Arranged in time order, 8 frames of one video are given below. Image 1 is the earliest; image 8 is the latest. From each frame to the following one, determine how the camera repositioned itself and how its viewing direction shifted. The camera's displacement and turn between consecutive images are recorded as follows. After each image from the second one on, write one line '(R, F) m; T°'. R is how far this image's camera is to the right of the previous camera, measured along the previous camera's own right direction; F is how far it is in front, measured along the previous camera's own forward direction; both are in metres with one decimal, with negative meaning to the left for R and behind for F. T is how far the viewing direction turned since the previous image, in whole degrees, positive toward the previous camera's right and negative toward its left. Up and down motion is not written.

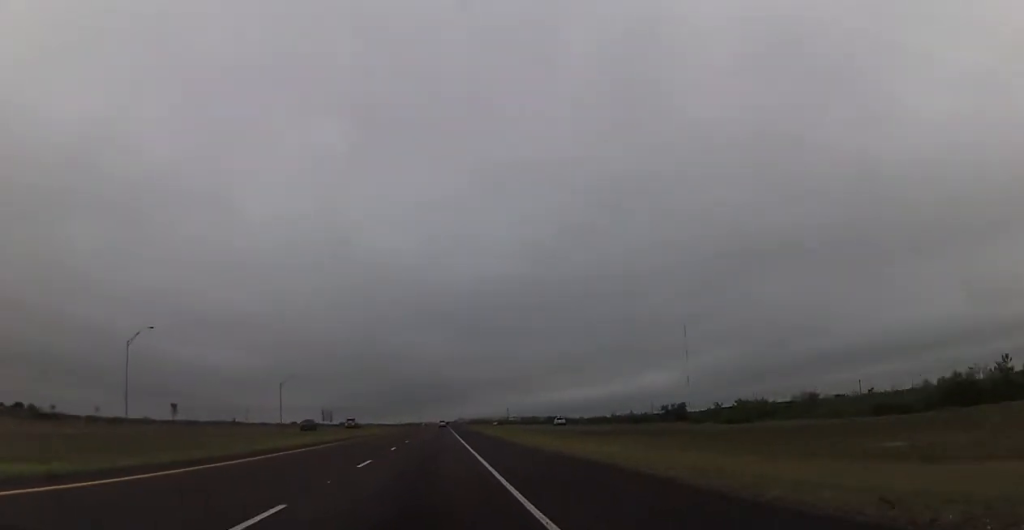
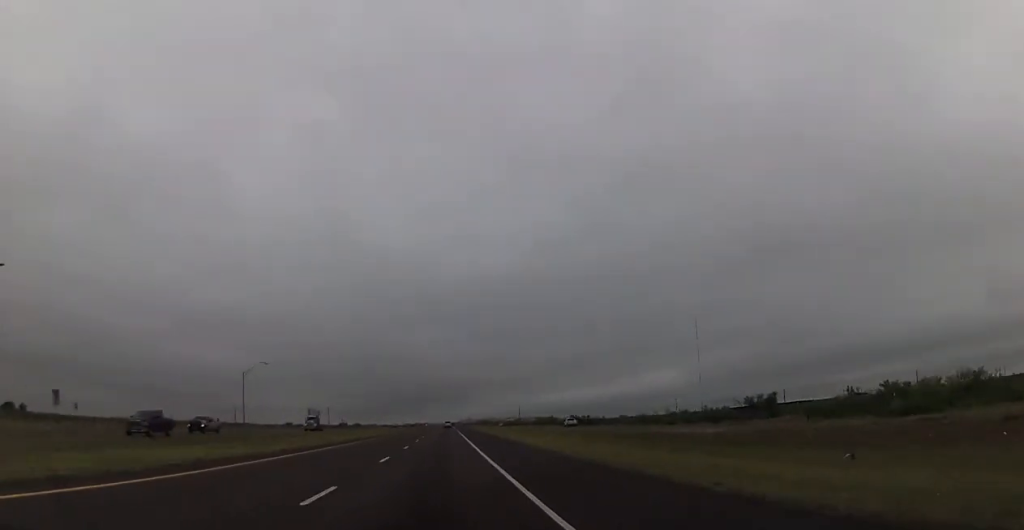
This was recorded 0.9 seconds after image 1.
(0.0, +32.9) m; 0°
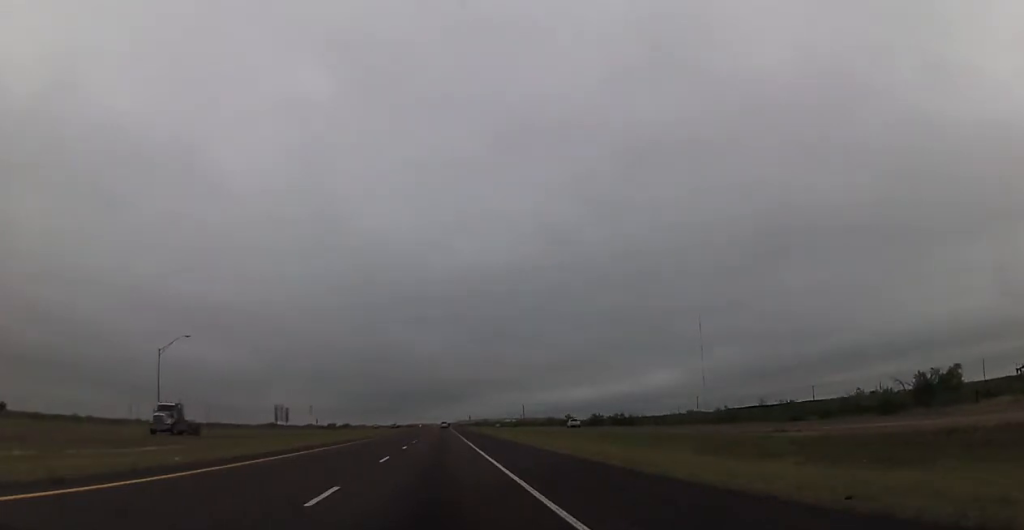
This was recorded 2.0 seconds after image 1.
(0.0, +36.6) m; 0°
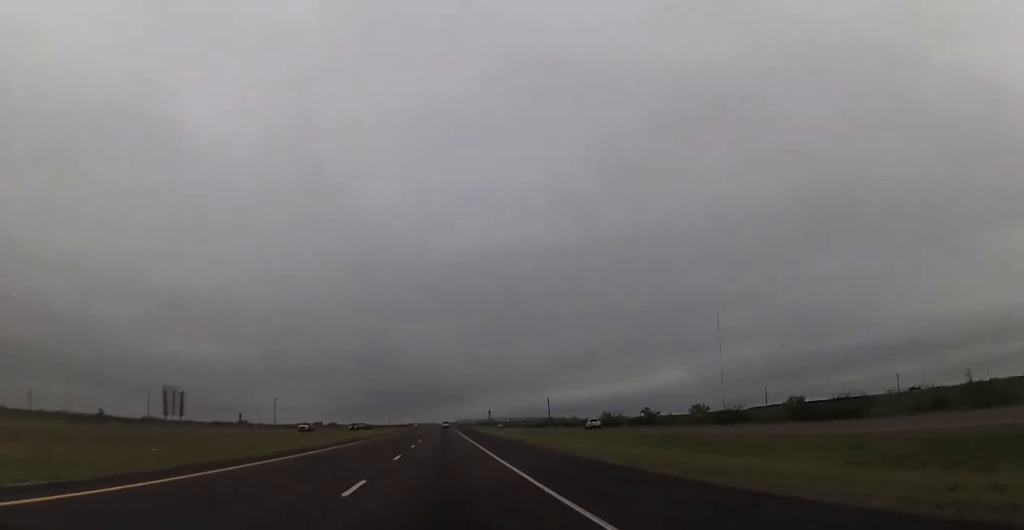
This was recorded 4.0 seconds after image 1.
(-0.1, +70.7) m; 0°
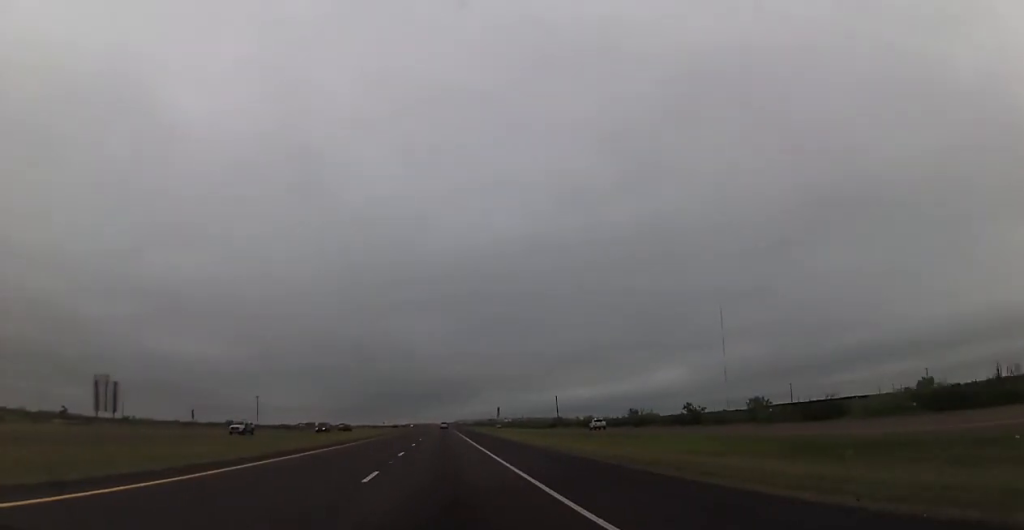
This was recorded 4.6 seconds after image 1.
(0.0, +21.3) m; 0°
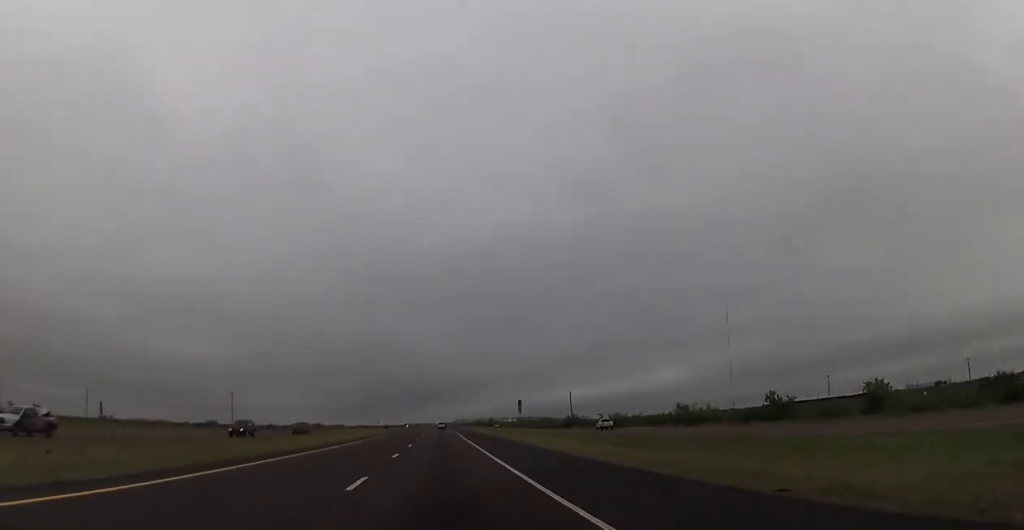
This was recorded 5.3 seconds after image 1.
(+0.1, +26.0) m; 0°
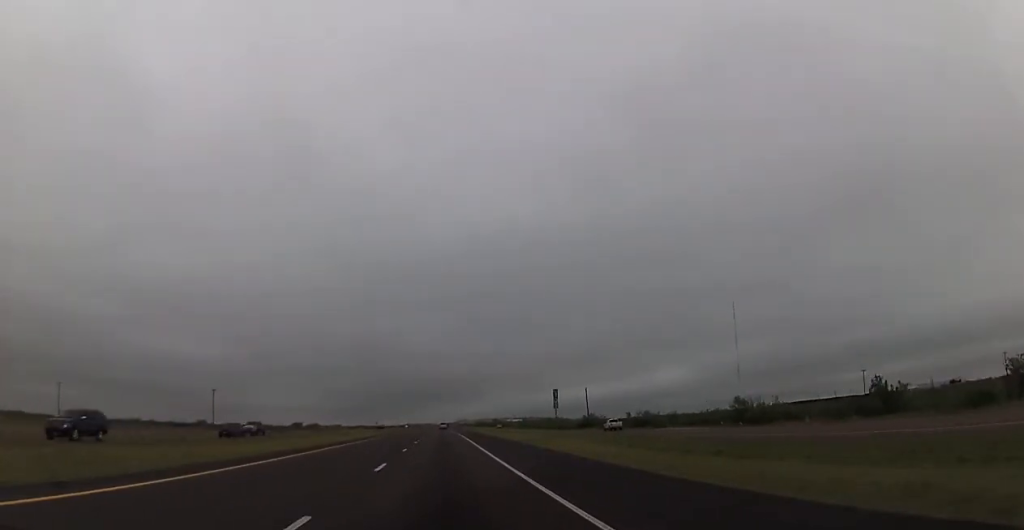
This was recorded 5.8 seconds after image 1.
(0.0, +18.9) m; 0°
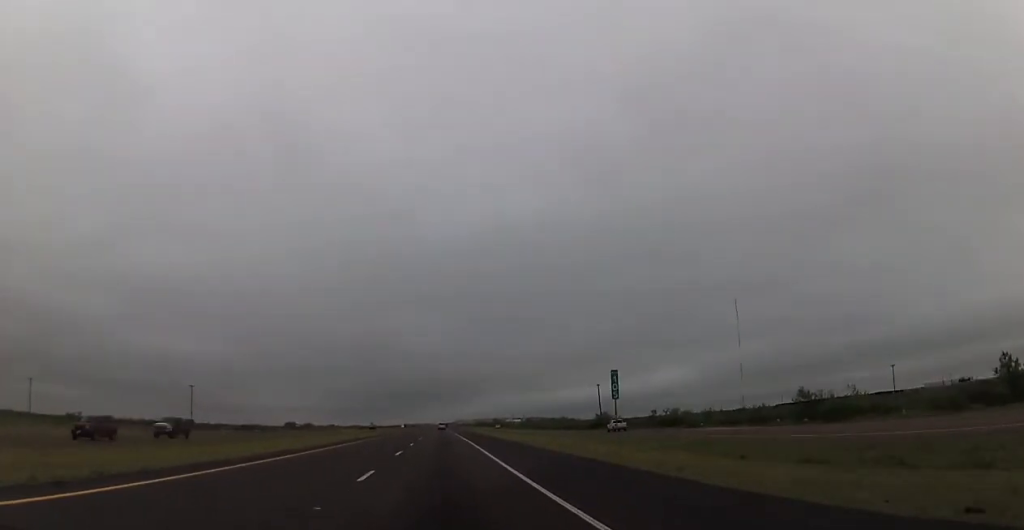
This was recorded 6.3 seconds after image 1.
(-0.1, +15.4) m; 0°
